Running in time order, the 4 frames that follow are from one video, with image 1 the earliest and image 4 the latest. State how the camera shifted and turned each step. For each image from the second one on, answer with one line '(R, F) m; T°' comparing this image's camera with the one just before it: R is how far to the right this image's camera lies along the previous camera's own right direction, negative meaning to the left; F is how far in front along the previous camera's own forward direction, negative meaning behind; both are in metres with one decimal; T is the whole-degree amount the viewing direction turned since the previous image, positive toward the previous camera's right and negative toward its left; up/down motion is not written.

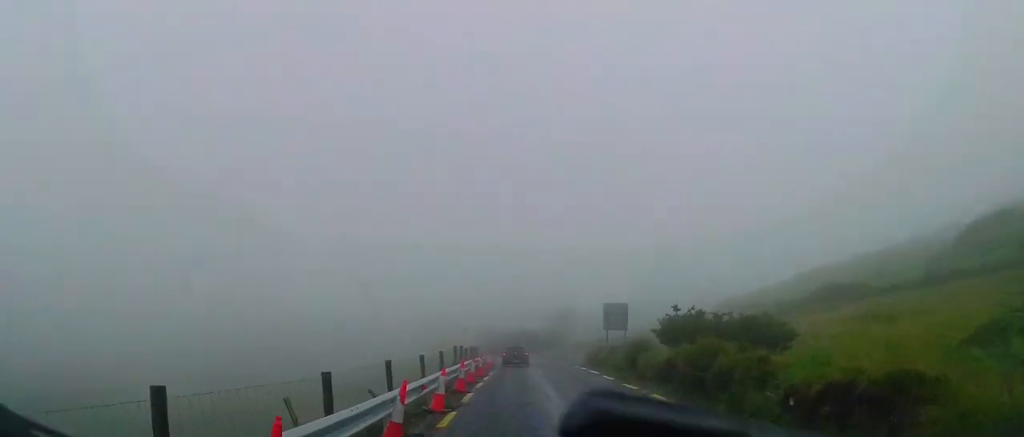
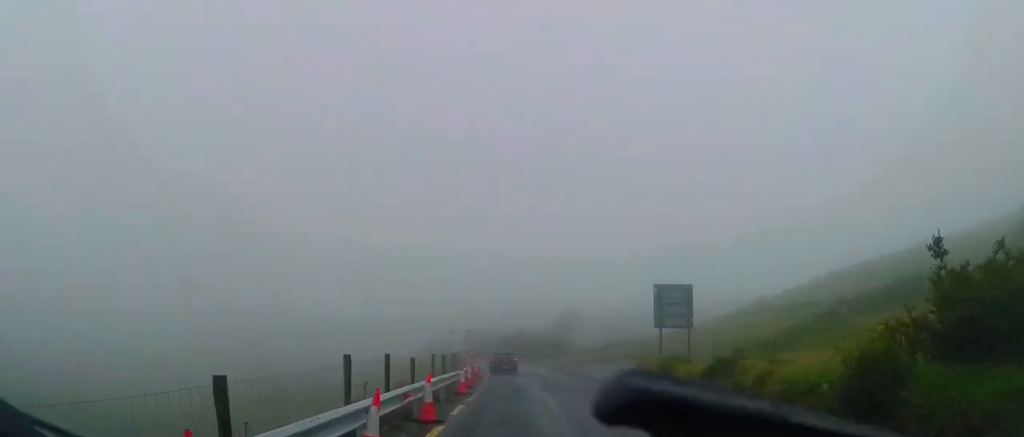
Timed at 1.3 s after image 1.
(+0.3, +12.6) m; +3°
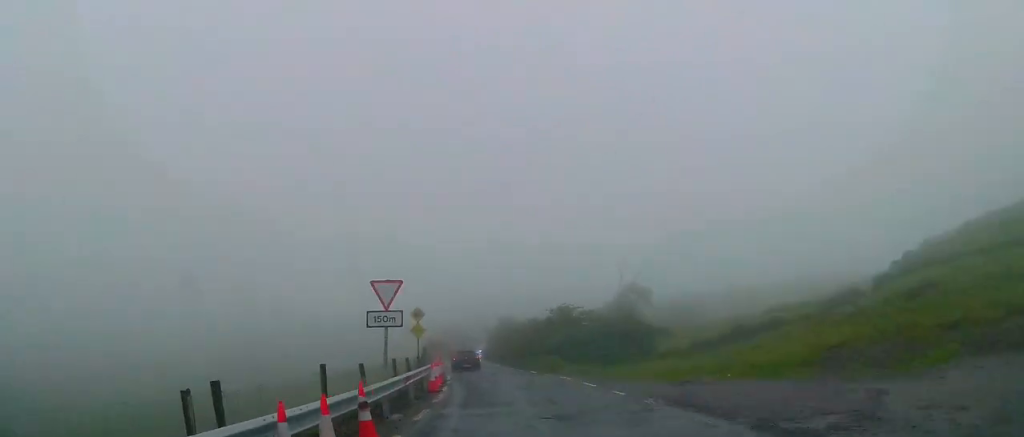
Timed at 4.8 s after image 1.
(-0.1, +32.4) m; -7°
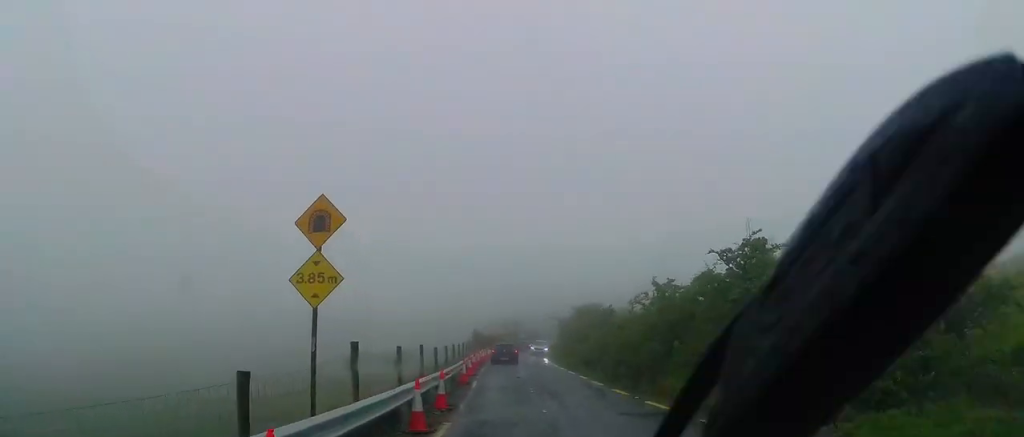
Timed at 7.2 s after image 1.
(-2.5, +20.1) m; -10°
